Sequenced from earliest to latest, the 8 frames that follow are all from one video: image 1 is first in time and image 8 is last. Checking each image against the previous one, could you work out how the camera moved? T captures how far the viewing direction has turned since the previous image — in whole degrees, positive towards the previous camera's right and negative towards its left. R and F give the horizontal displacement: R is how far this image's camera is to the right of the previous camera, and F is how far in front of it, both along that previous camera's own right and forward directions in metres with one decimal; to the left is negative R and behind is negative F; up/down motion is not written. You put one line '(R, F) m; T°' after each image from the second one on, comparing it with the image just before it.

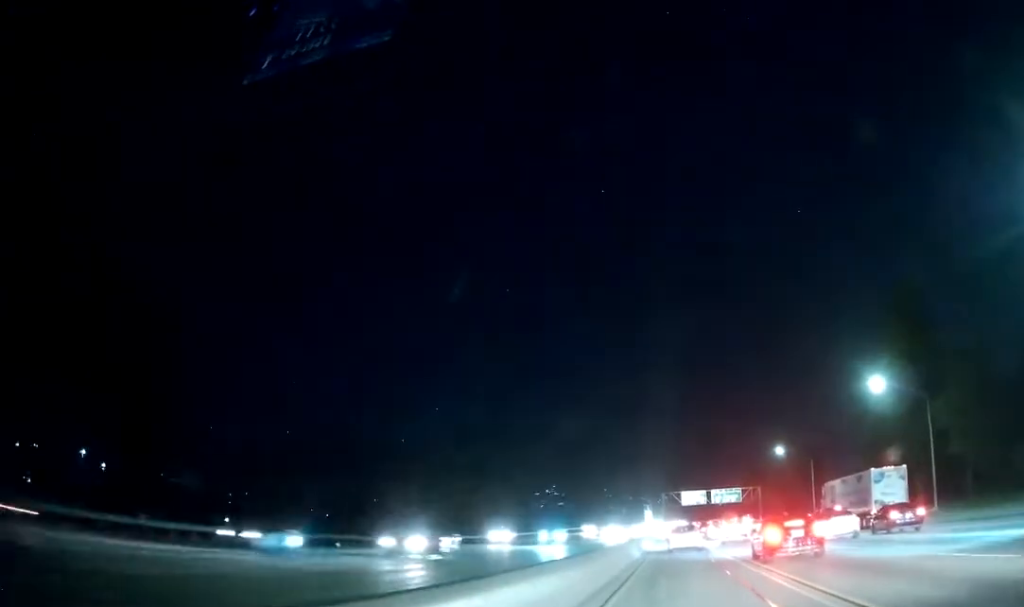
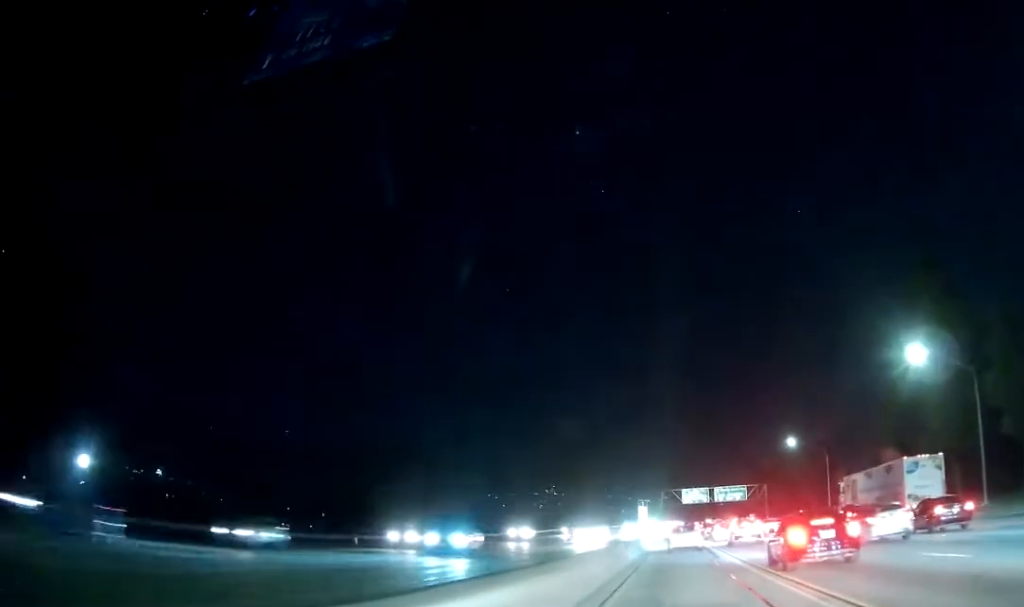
(+0.1, +11.3) m; +1°
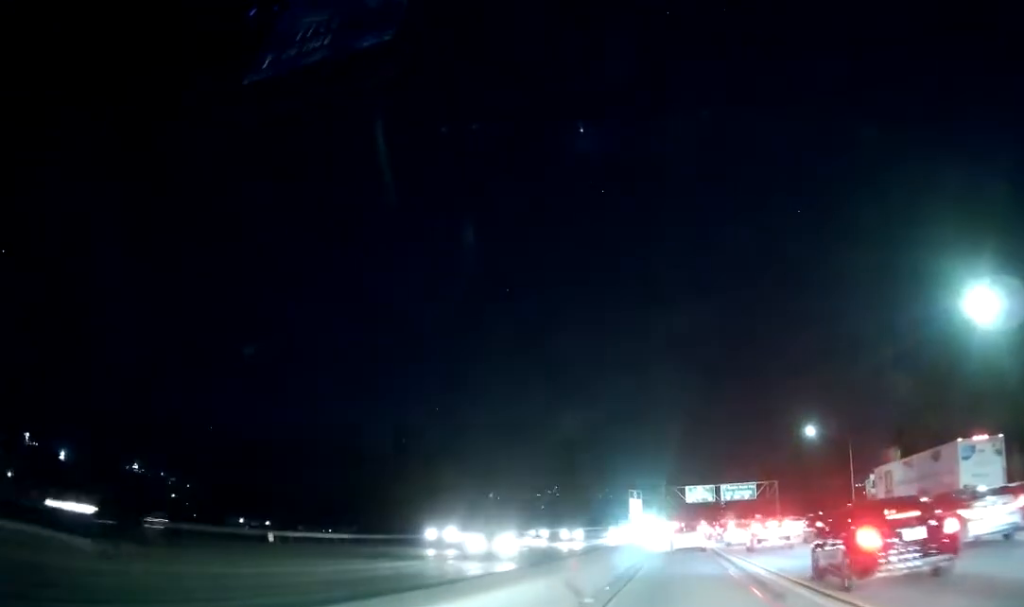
(+0.2, +13.1) m; +1°
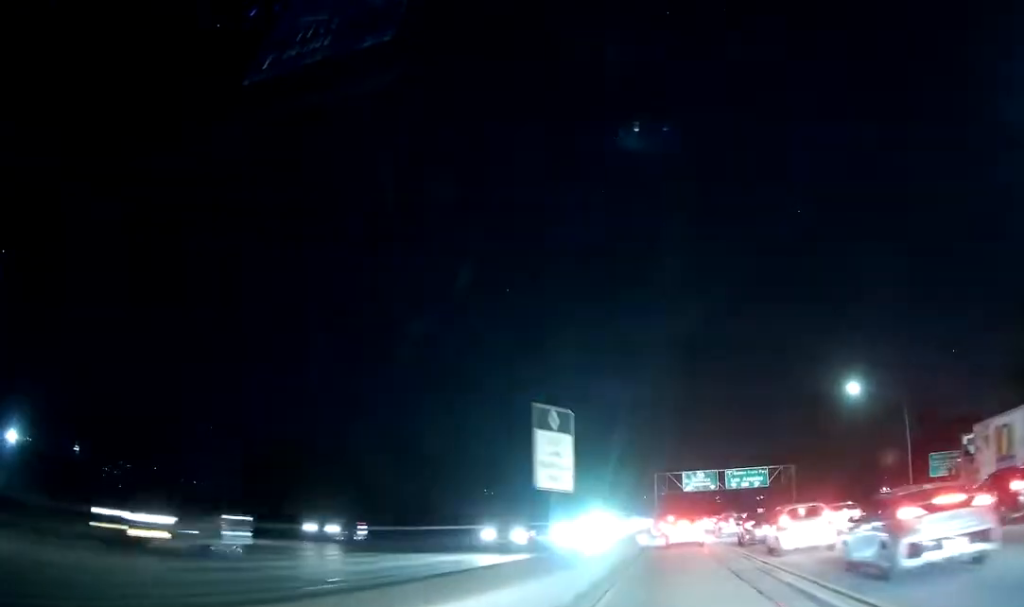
(-0.7, +25.6) m; -2°
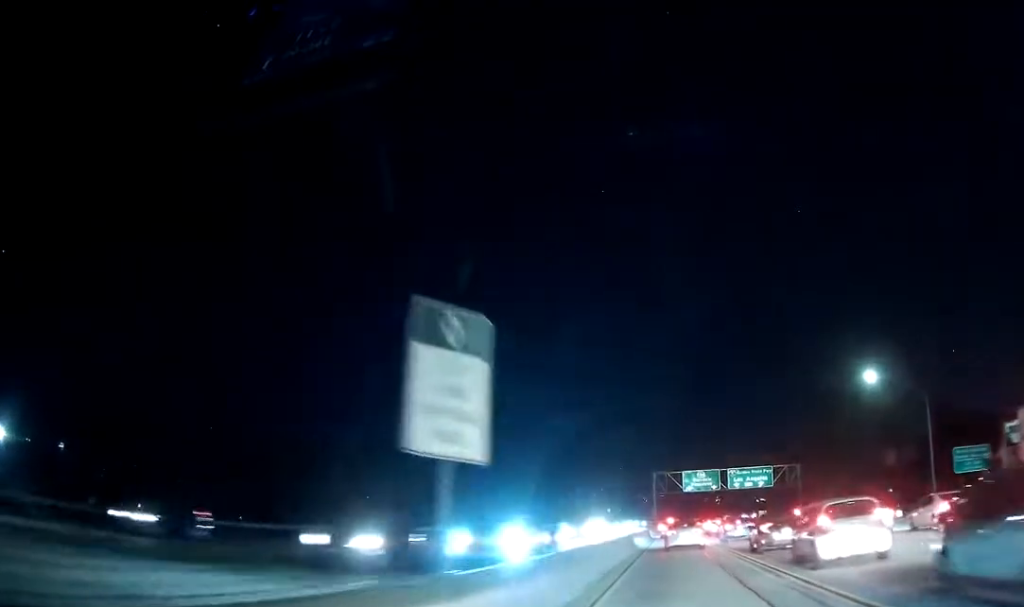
(+0.1, +6.4) m; 0°
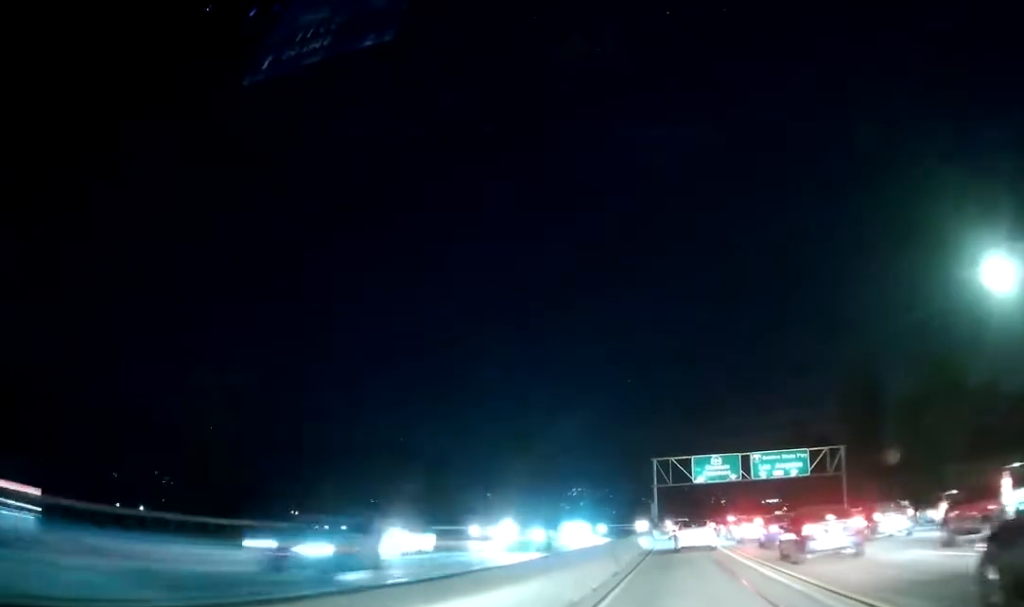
(+0.5, +31.3) m; +1°
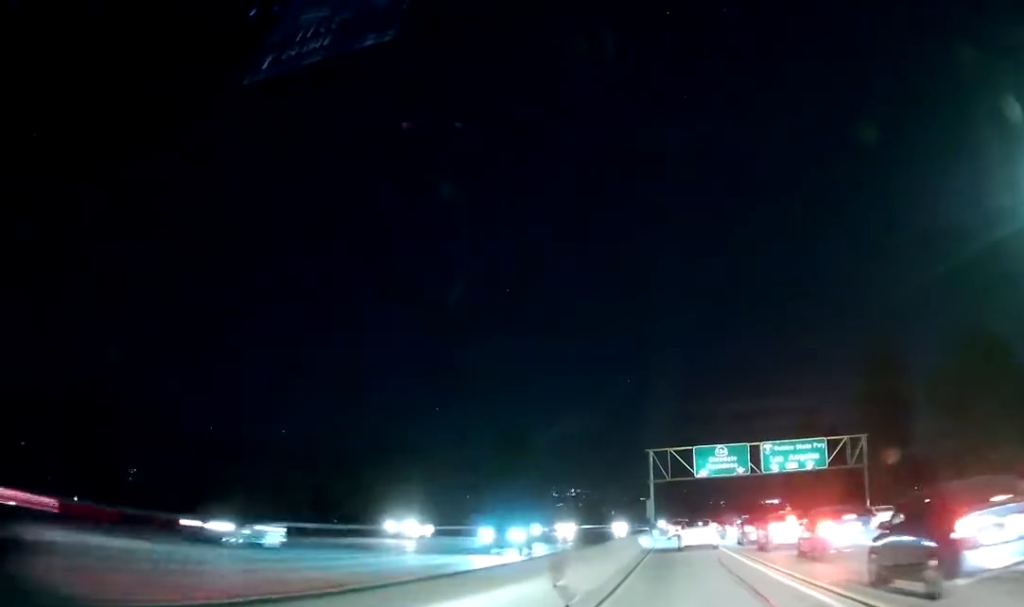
(+0.1, +12.8) m; 0°
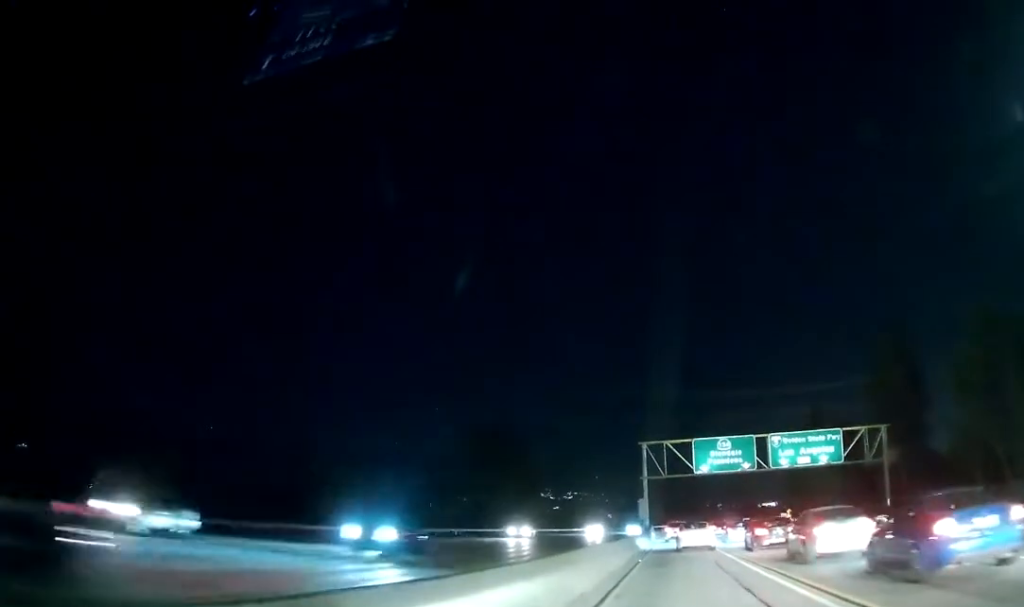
(0.0, +8.8) m; 0°
